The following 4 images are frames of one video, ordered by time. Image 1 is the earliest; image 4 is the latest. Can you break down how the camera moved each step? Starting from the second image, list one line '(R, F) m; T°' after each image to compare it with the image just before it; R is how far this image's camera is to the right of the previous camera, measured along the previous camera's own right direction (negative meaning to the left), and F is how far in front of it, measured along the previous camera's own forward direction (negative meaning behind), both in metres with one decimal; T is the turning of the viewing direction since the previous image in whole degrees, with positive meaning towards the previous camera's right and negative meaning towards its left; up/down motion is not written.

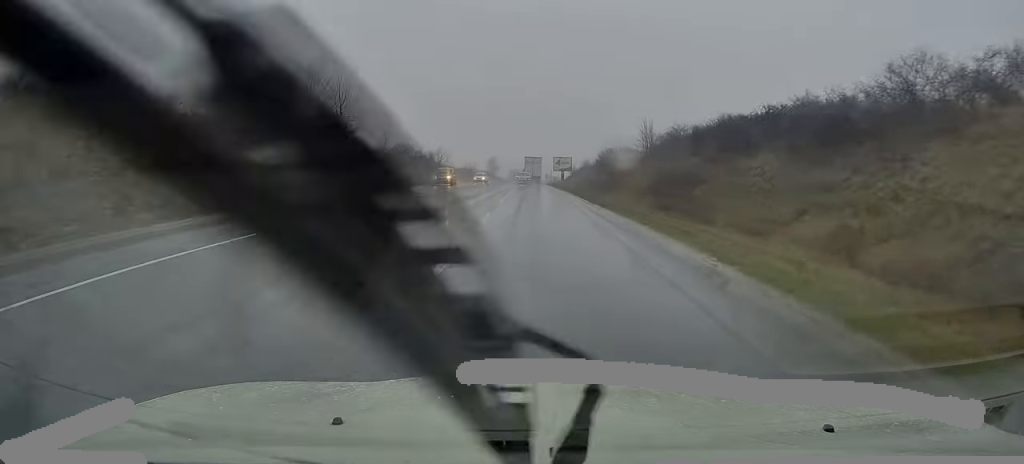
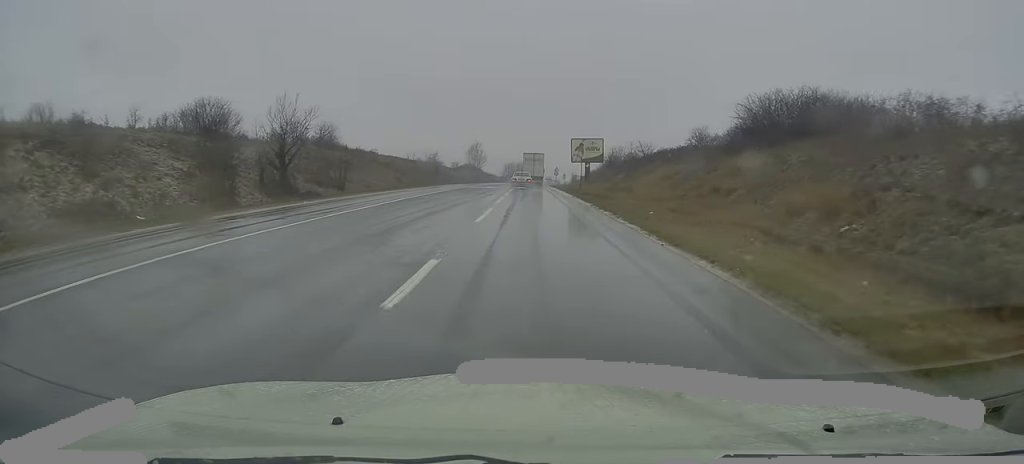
(-0.3, +61.8) m; 0°
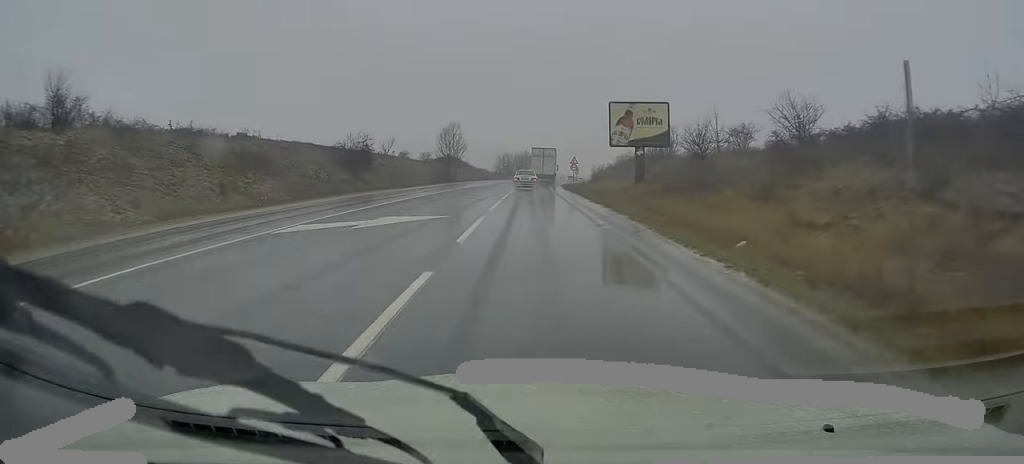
(0.0, +39.8) m; 0°
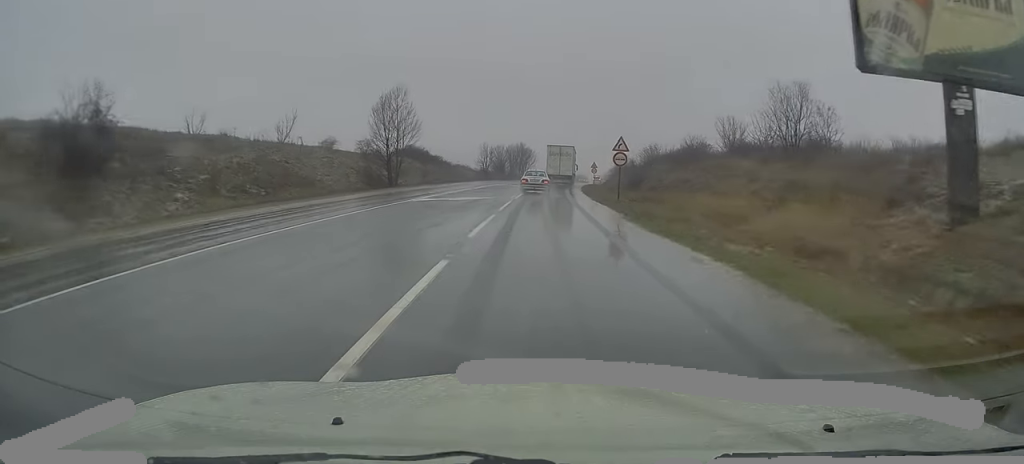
(-0.2, +35.4) m; 0°
